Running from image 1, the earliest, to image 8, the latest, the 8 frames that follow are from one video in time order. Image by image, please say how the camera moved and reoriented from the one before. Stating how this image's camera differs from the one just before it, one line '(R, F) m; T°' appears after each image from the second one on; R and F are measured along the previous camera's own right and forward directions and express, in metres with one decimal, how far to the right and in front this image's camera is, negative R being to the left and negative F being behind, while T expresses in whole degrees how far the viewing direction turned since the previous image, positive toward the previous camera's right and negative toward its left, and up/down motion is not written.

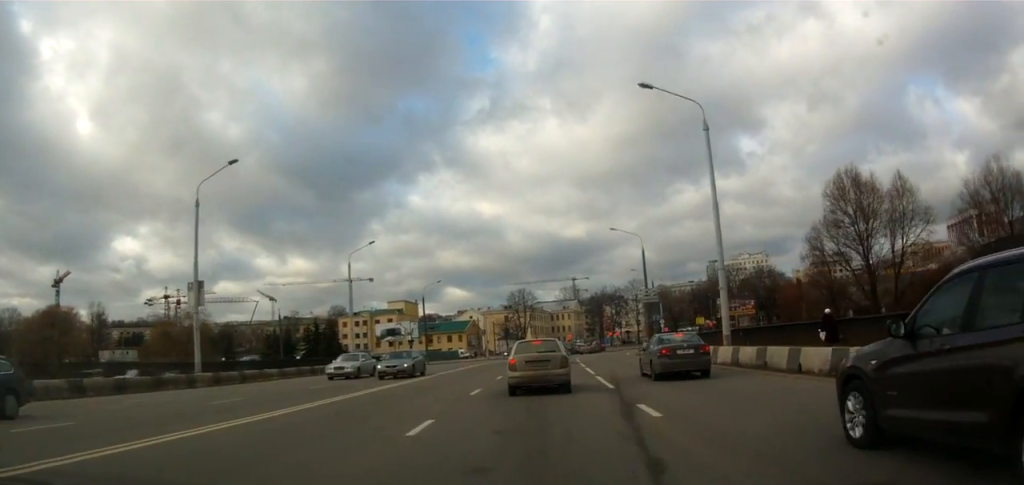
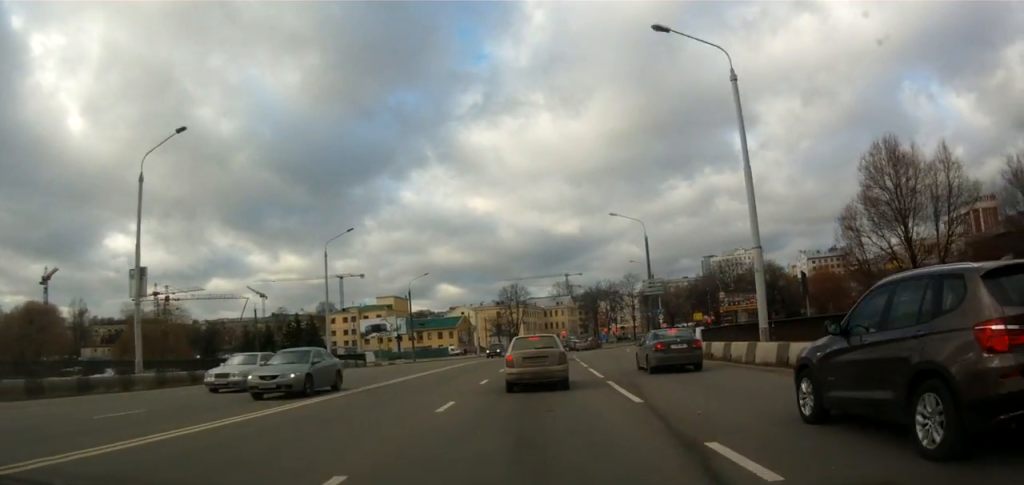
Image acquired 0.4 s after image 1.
(0.0, +5.2) m; +1°
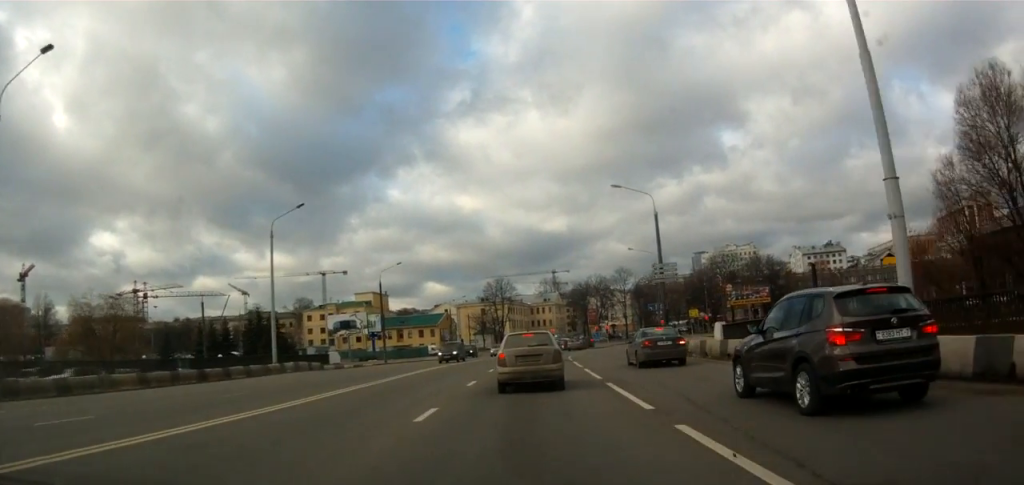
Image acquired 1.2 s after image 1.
(+0.2, +9.4) m; +1°
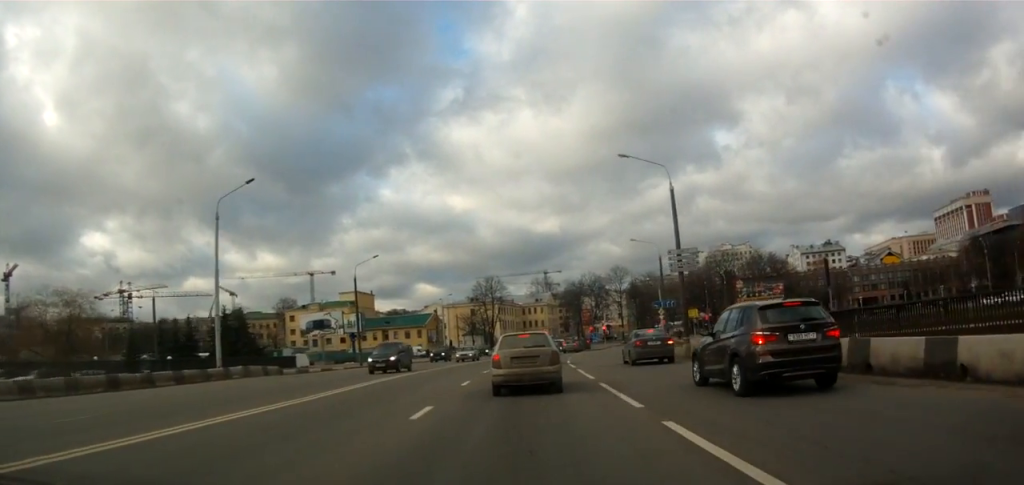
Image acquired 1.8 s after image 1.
(+0.1, +7.9) m; 0°
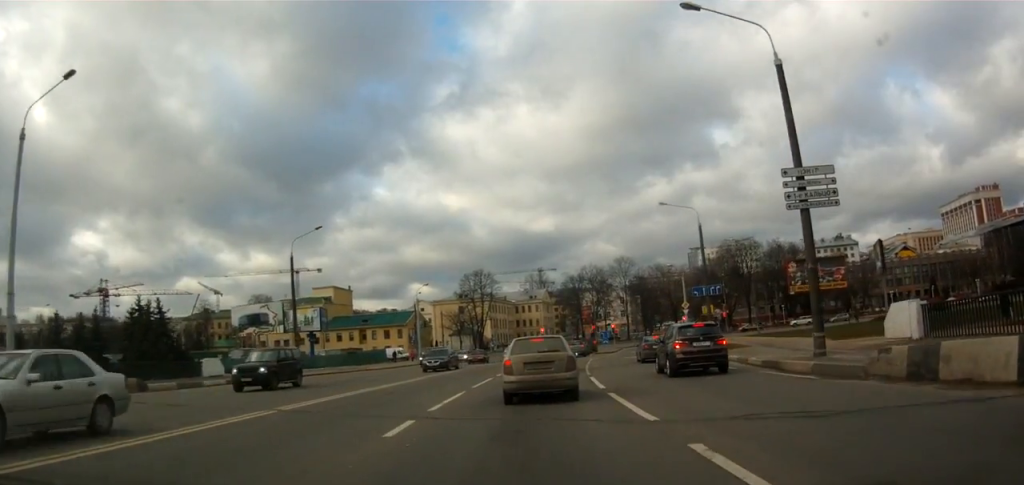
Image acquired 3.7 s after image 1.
(-0.3, +17.7) m; +3°
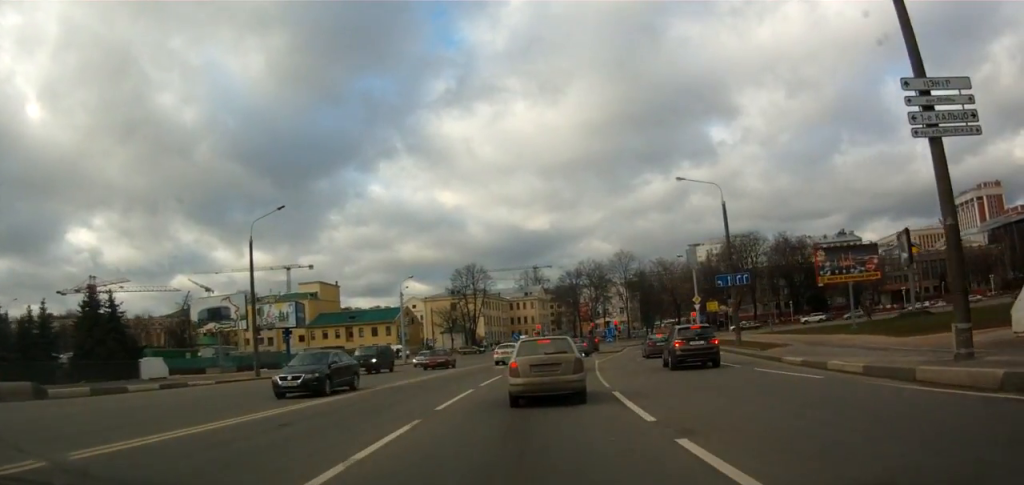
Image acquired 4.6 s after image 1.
(+0.4, +7.6) m; +1°
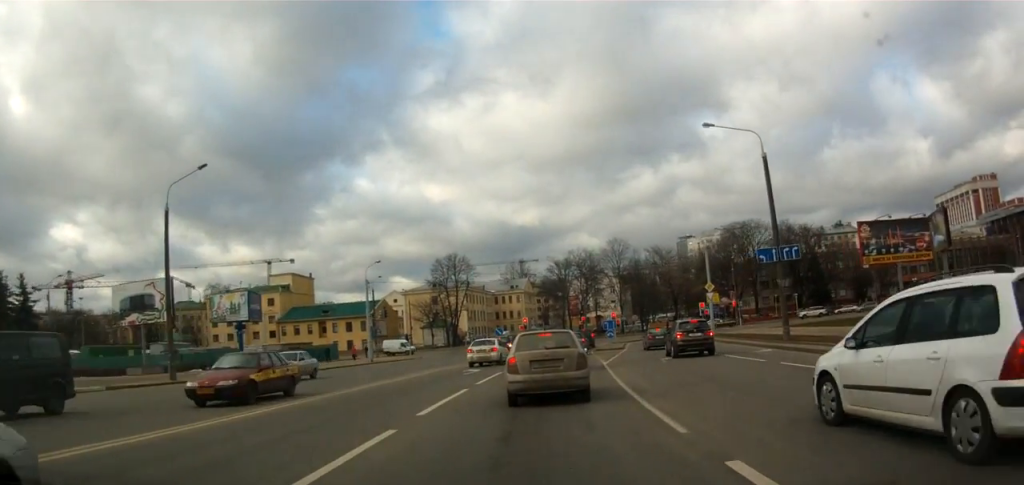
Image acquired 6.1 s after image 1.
(-0.6, +9.9) m; -5°
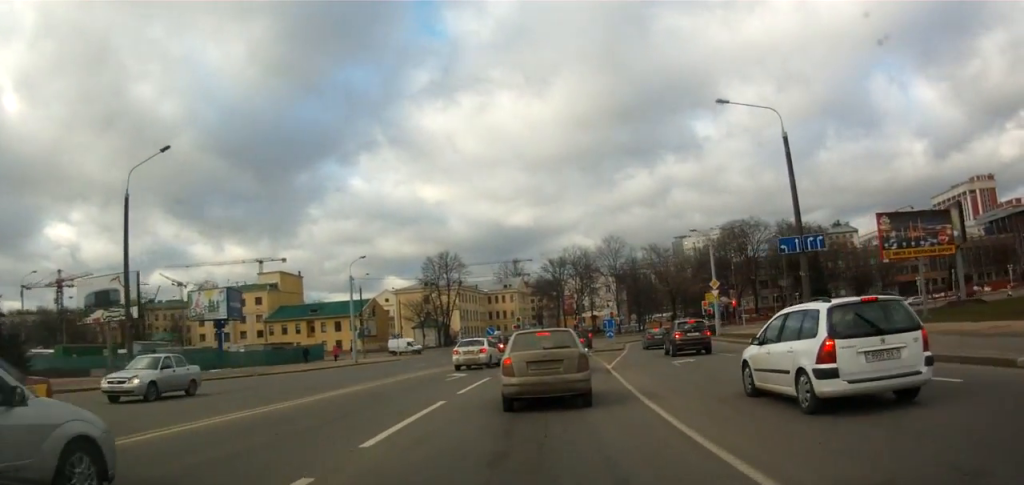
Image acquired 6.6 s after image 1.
(-0.2, +3.5) m; 0°
